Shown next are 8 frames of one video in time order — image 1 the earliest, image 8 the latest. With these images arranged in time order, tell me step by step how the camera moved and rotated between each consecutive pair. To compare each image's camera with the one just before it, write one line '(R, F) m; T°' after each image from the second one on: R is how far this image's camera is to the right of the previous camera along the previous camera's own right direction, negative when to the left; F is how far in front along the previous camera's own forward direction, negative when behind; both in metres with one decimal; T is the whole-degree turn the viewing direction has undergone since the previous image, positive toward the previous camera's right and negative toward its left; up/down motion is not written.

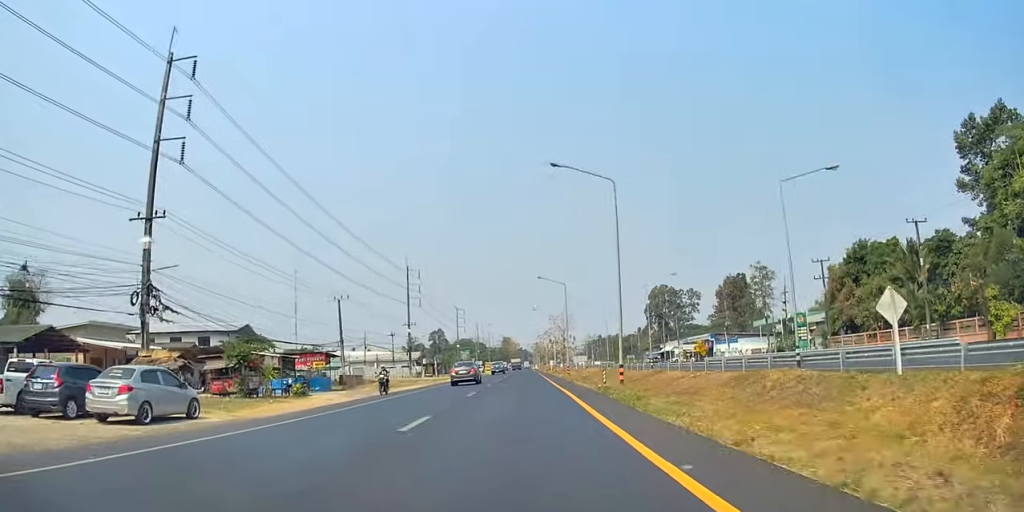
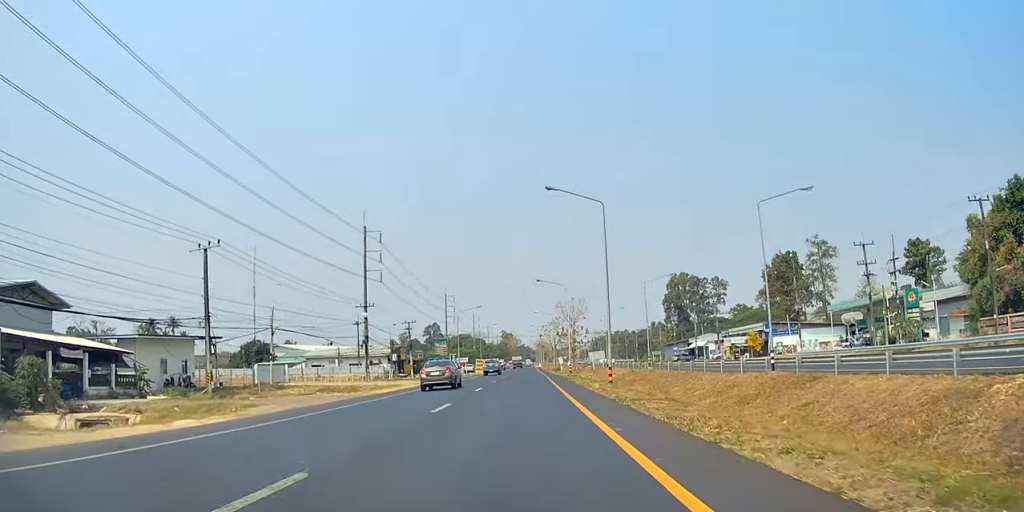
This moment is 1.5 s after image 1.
(+0.1, +31.0) m; 0°
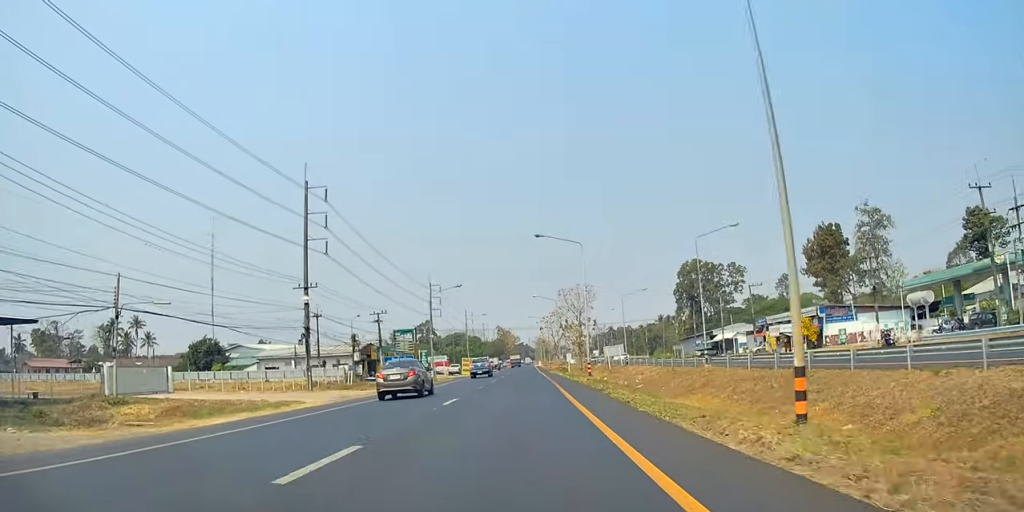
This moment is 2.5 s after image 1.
(+0.1, +20.9) m; 0°
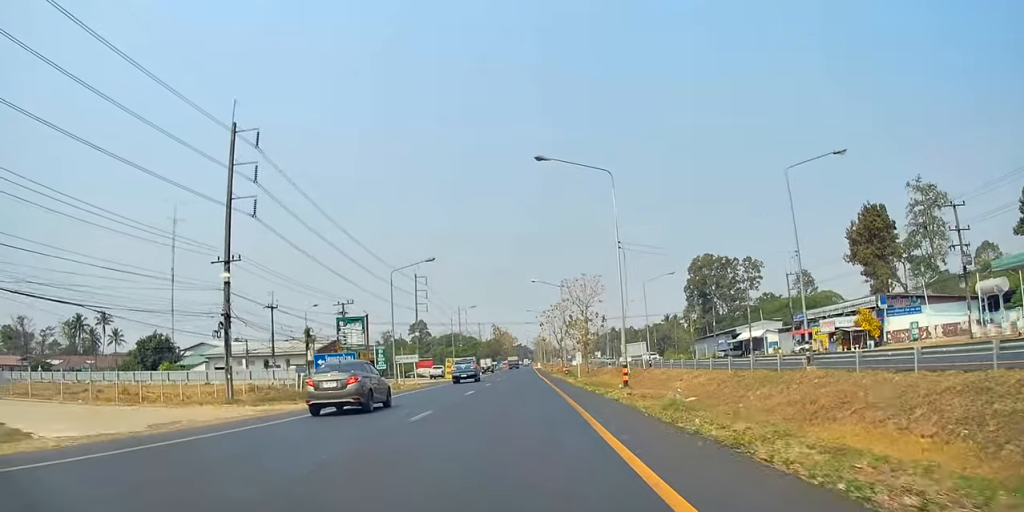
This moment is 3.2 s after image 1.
(+0.1, +16.9) m; 0°
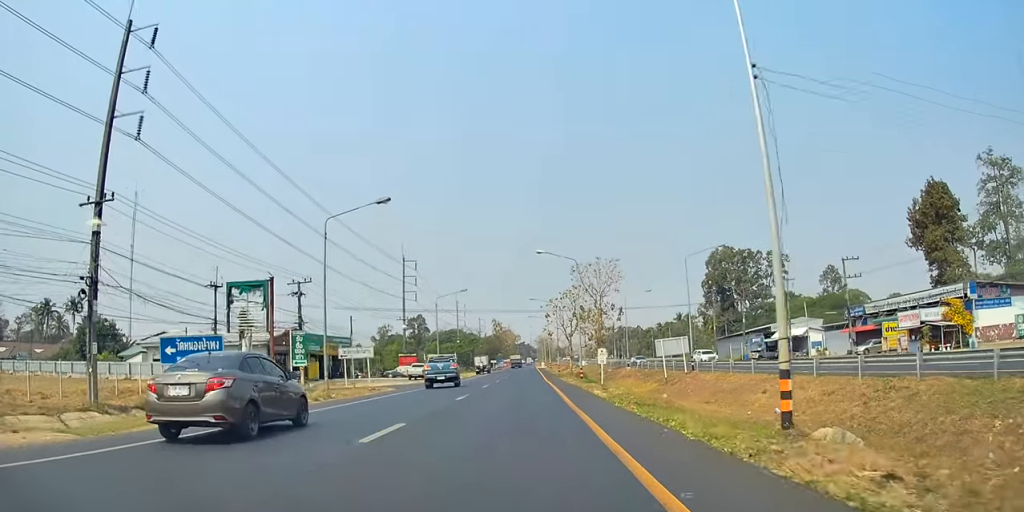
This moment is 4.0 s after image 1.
(-0.1, +16.3) m; 0°
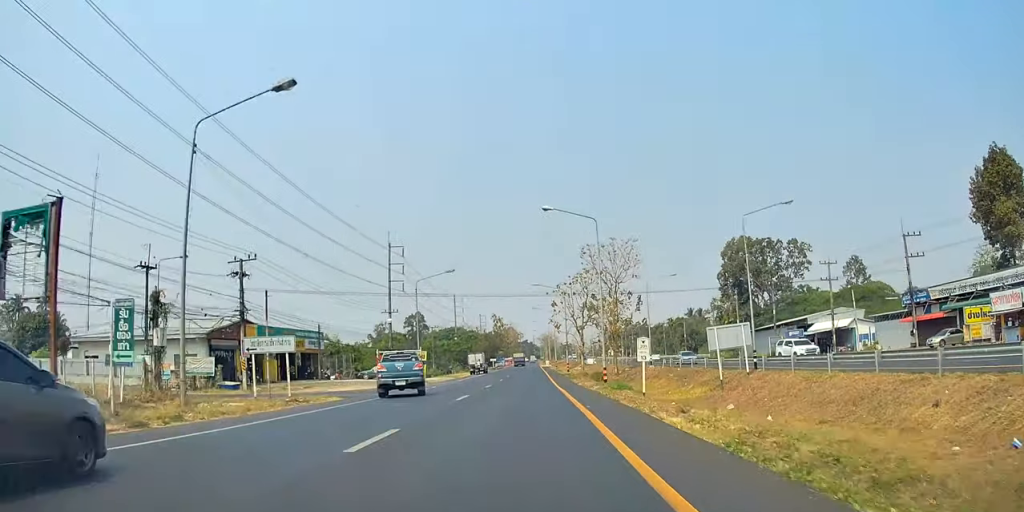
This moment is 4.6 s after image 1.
(+0.1, +12.6) m; 0°
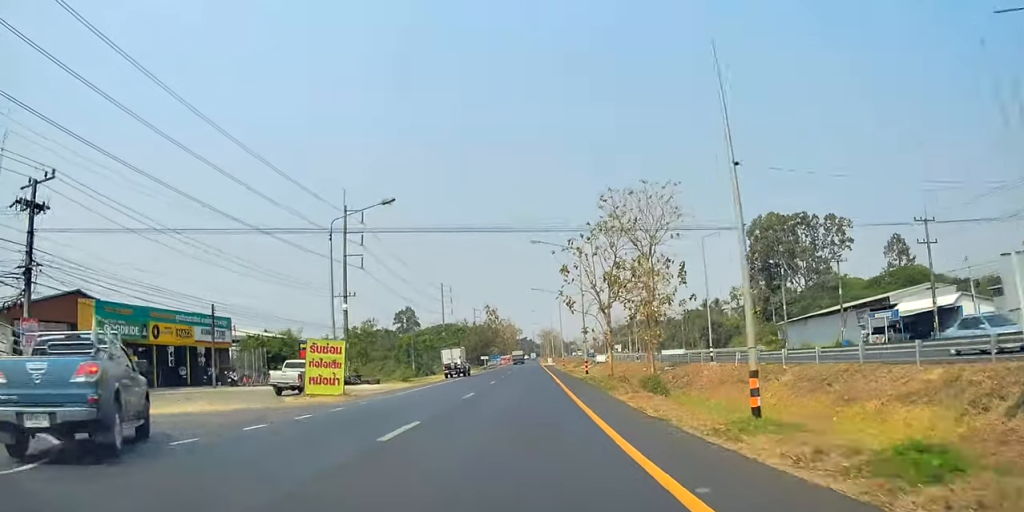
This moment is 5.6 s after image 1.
(0.0, +22.0) m; 0°
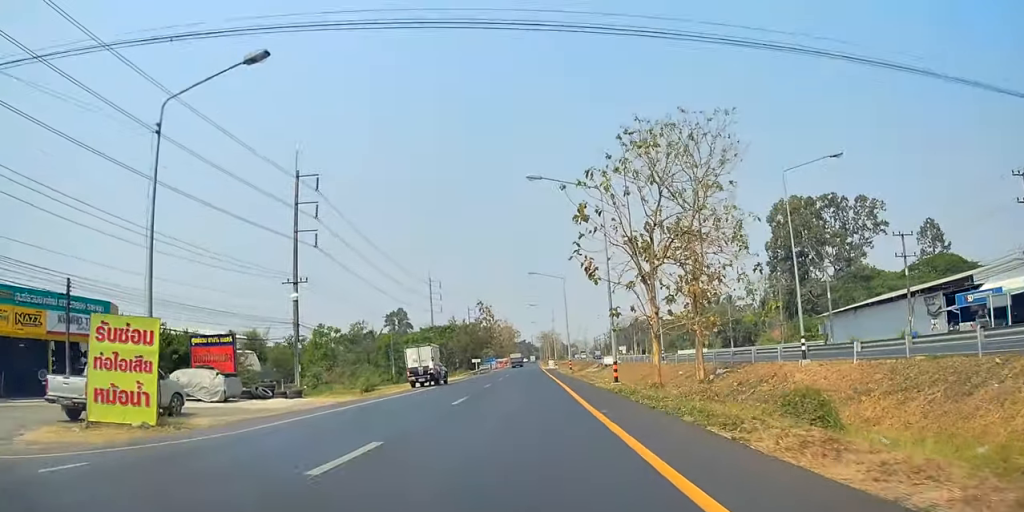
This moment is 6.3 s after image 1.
(0.0, +15.5) m; 0°
